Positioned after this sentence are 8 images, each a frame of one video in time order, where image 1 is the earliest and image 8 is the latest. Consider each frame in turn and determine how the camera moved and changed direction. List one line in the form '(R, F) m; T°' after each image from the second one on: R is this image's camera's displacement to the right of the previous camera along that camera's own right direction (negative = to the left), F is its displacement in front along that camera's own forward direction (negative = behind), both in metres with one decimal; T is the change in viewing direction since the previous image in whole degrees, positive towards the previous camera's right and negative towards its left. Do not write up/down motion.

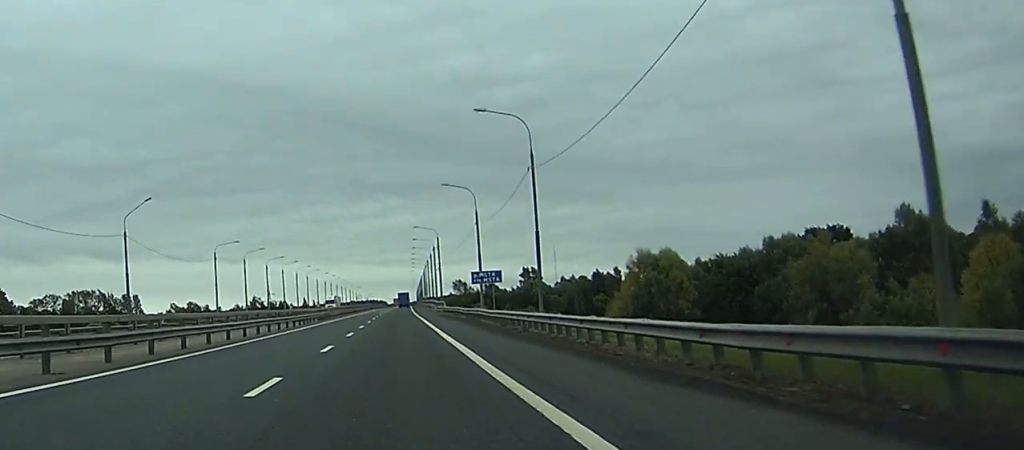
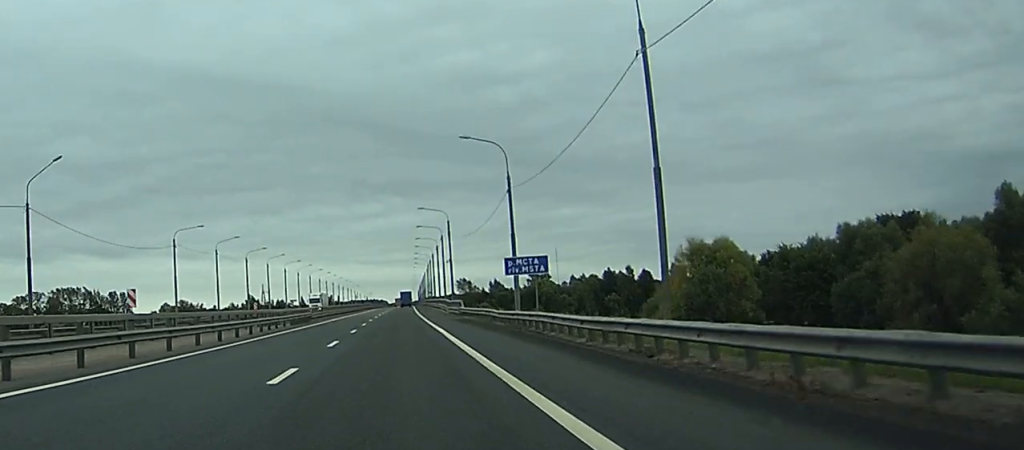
(+0.1, +22.0) m; 0°
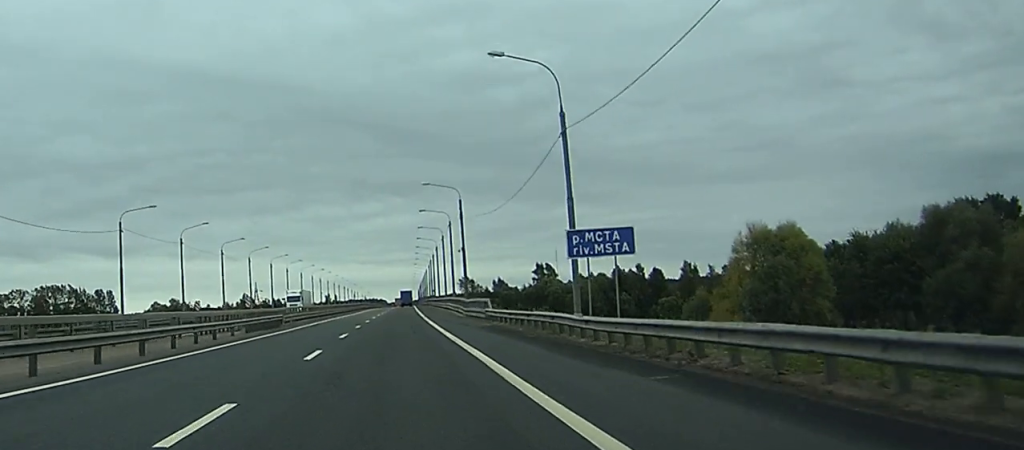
(0.0, +18.7) m; -1°
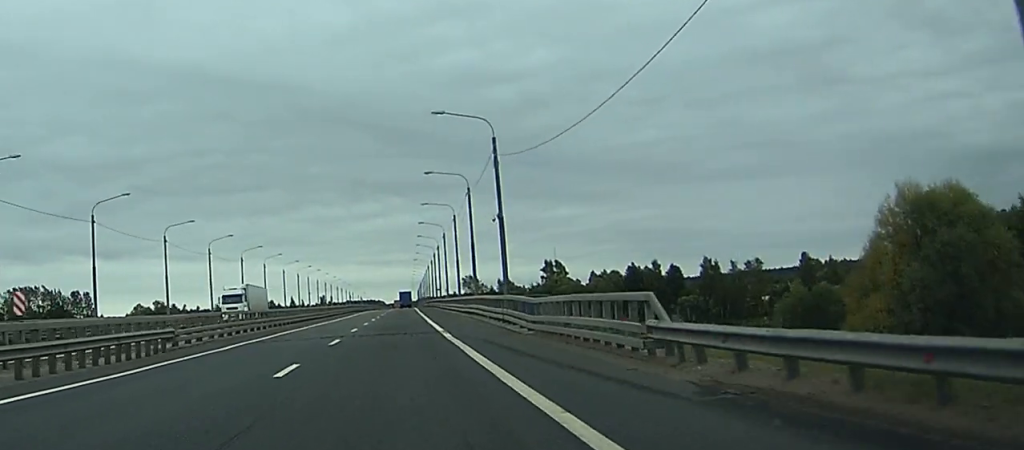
(-0.3, +27.8) m; -1°
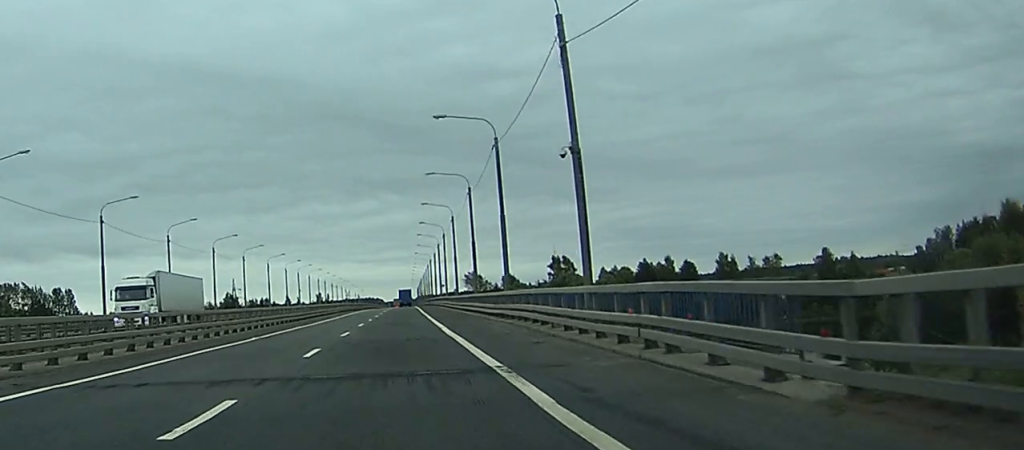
(0.0, +19.2) m; 0°
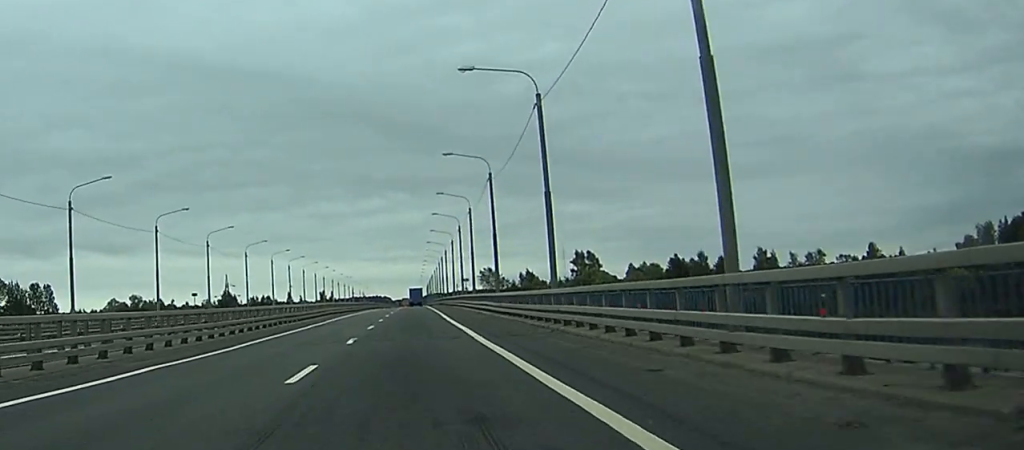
(-0.1, +29.5) m; -1°
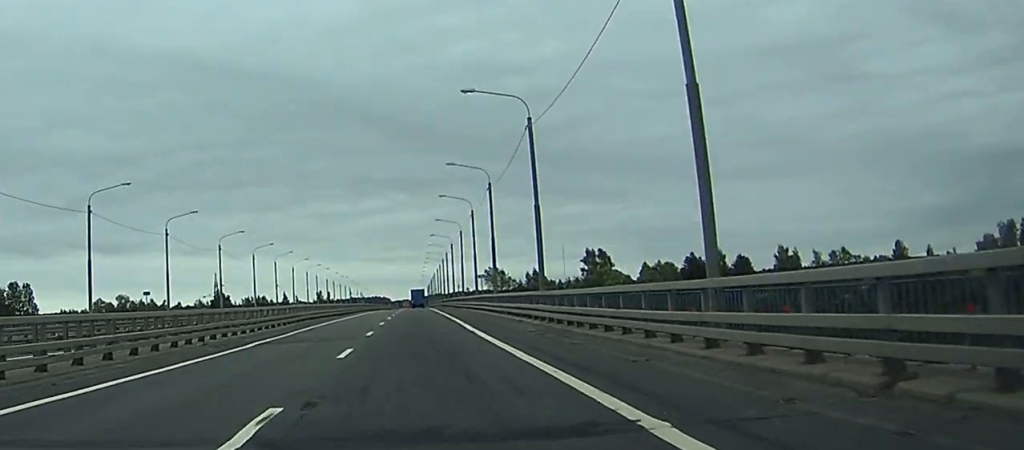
(-0.1, +17.9) m; 0°
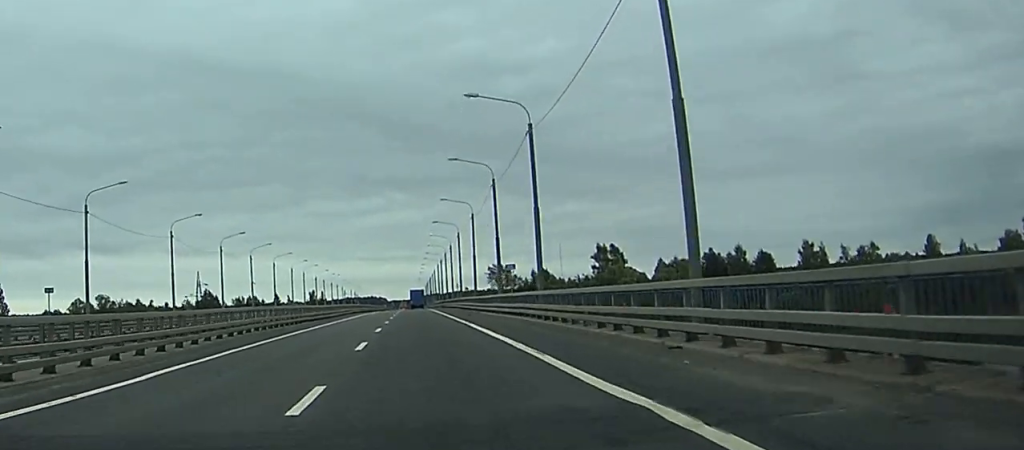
(+0.1, +21.1) m; 0°
